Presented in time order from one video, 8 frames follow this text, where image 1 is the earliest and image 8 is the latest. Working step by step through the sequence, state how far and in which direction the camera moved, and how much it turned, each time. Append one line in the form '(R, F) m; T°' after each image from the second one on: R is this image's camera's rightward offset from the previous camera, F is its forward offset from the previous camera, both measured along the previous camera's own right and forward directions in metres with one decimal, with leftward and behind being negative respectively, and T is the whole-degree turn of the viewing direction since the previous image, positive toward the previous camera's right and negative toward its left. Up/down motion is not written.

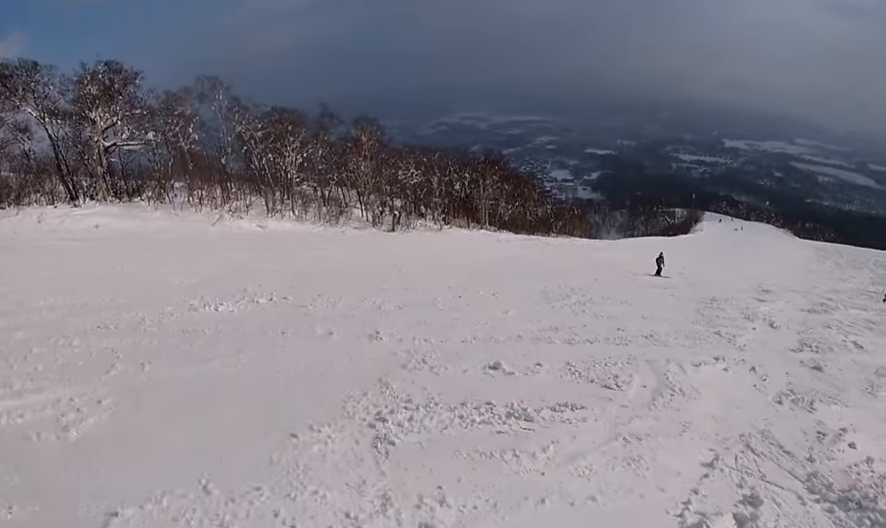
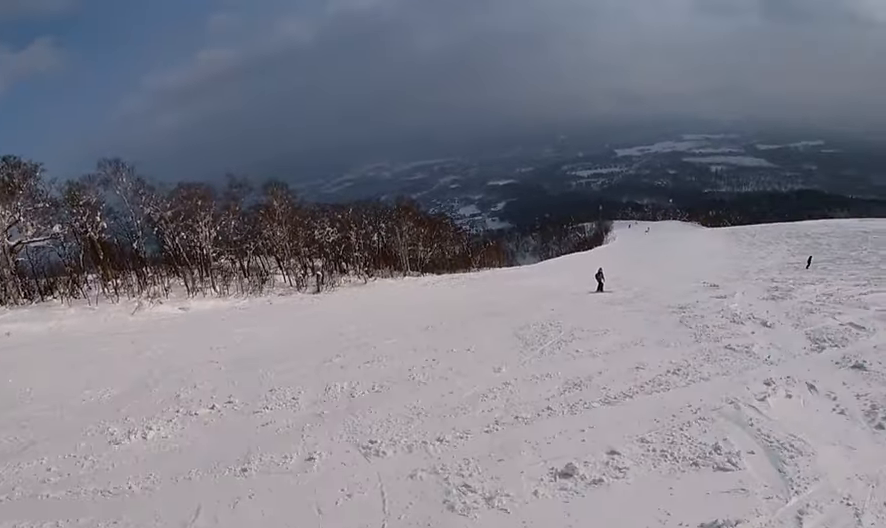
(0.0, +2.1) m; +12°
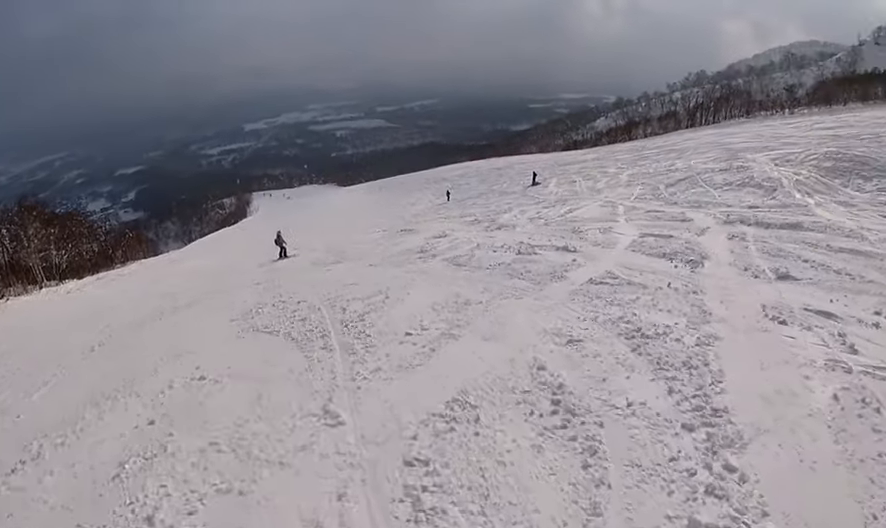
(+1.1, +4.6) m; +40°
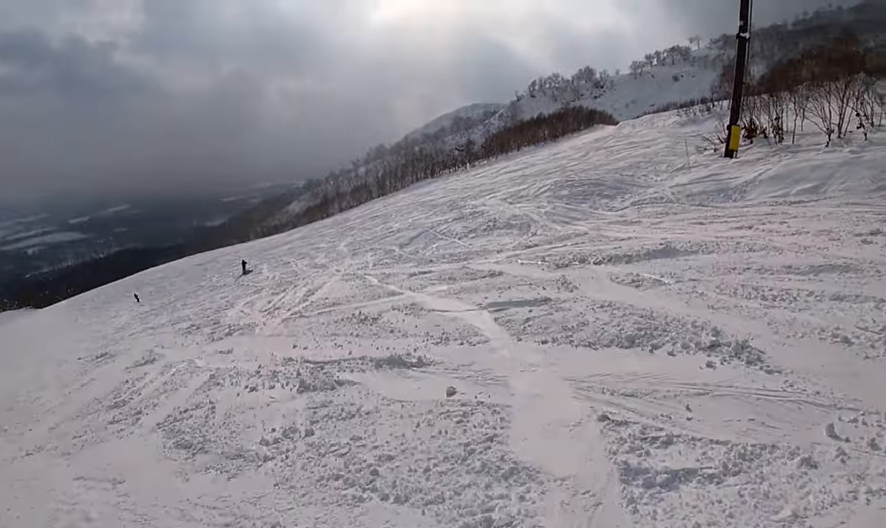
(+2.1, +5.2) m; +13°
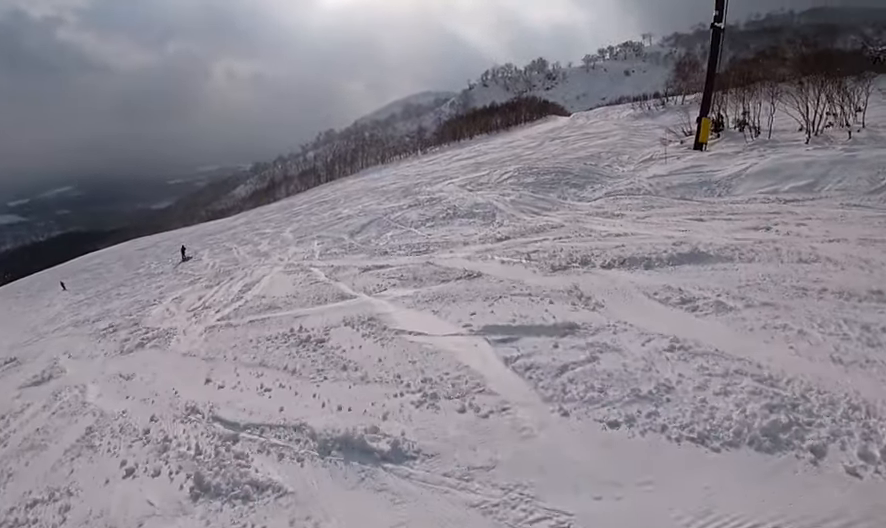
(-0.3, +2.1) m; -4°
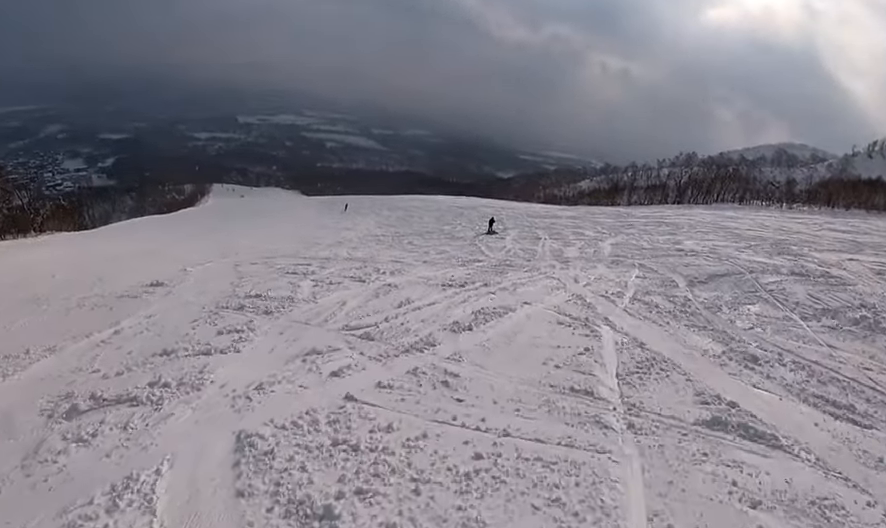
(-1.4, +7.6) m; -40°
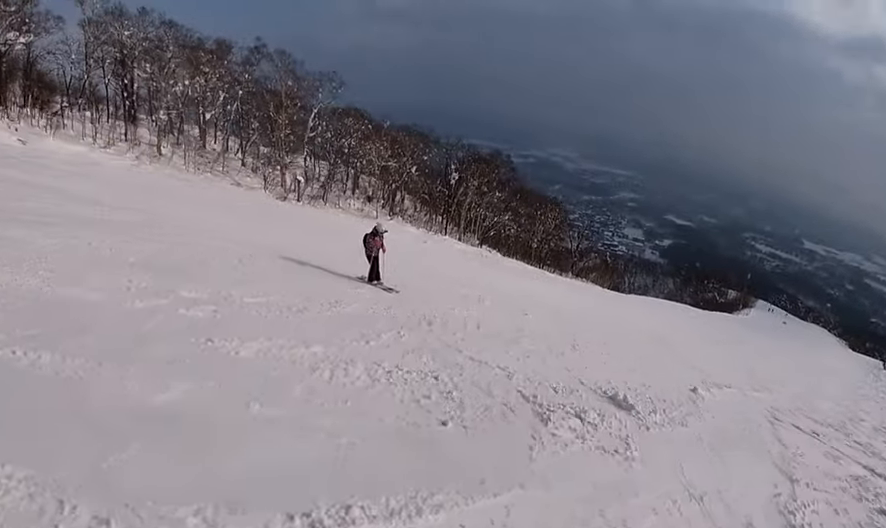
(-3.7, +5.5) m; -61°
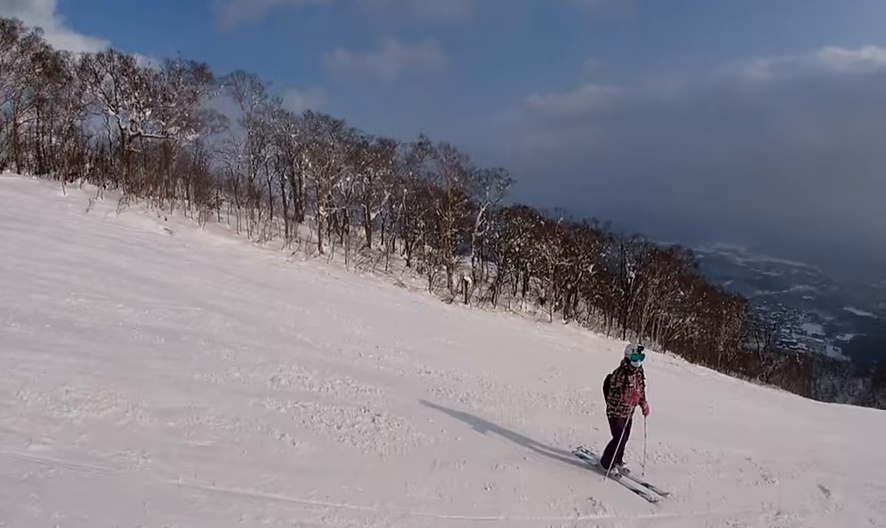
(-1.9, +4.2) m; -21°
